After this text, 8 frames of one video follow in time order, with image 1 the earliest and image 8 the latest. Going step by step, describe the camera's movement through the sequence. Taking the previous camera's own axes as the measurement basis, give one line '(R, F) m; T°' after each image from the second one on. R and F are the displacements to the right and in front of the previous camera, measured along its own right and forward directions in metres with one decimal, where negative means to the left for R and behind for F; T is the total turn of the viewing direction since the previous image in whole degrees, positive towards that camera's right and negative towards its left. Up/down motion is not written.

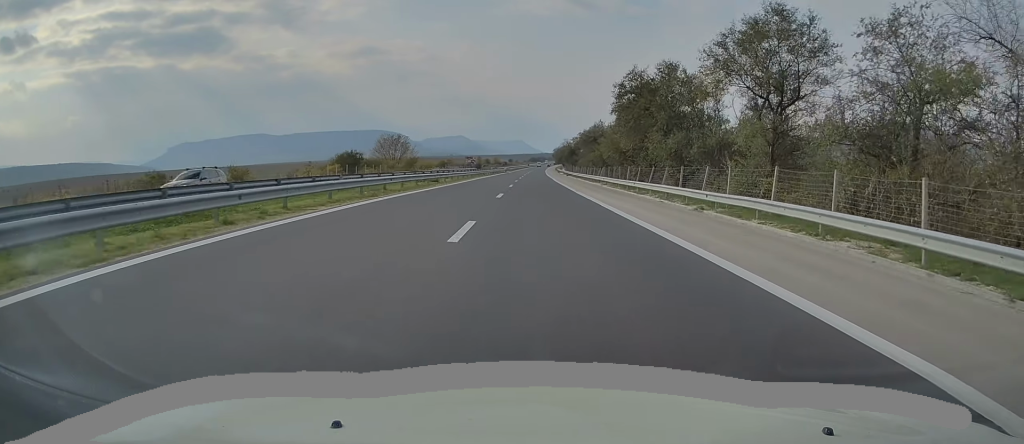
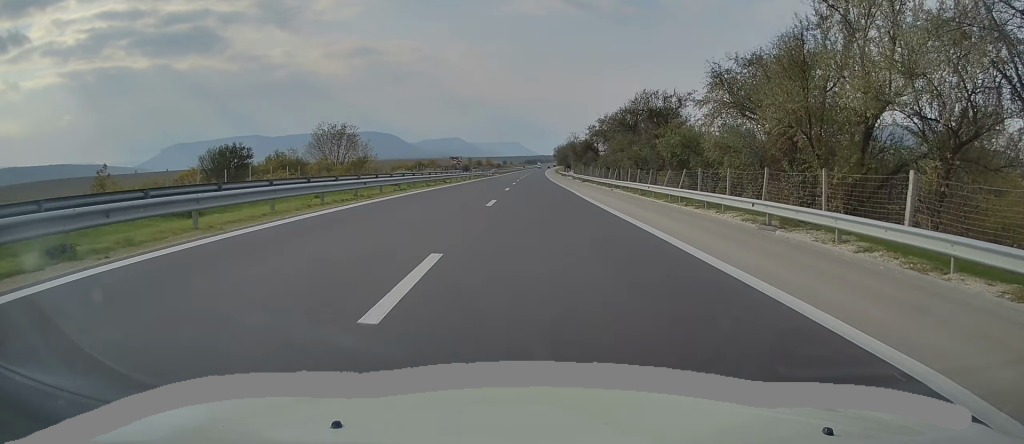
(+0.3, +36.7) m; +1°
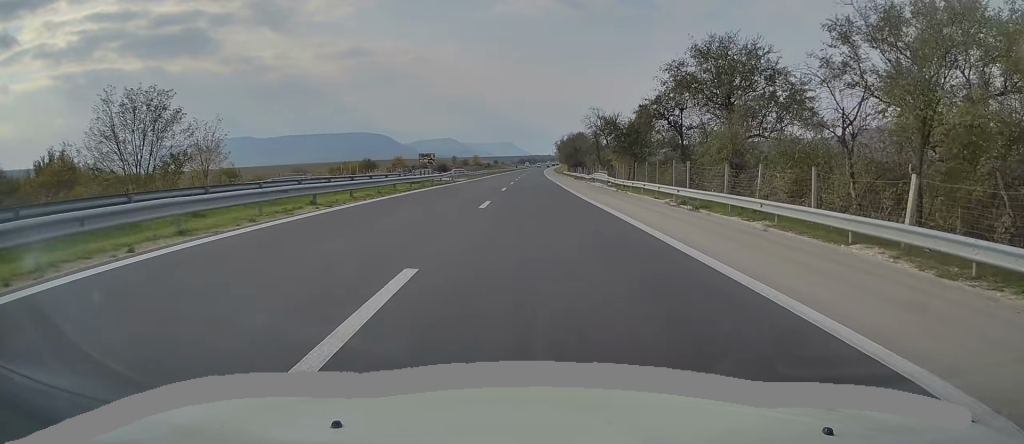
(0.0, +48.5) m; 0°
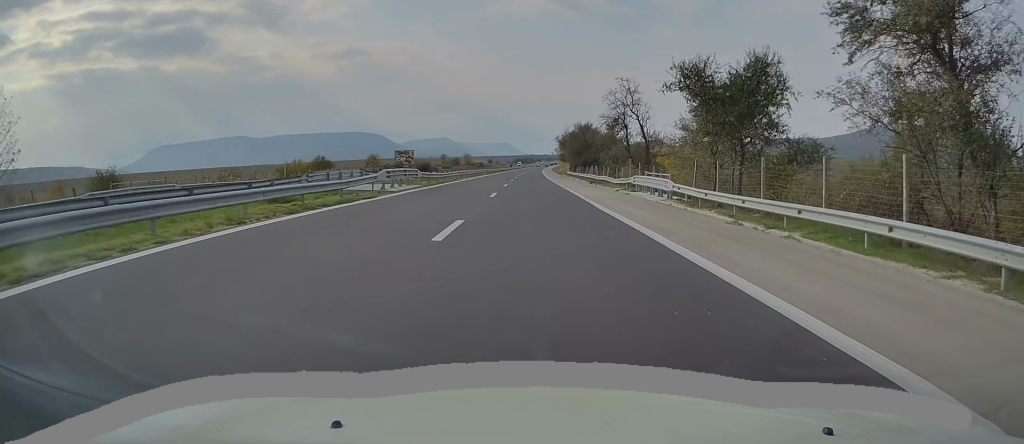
(+0.3, +24.6) m; +1°
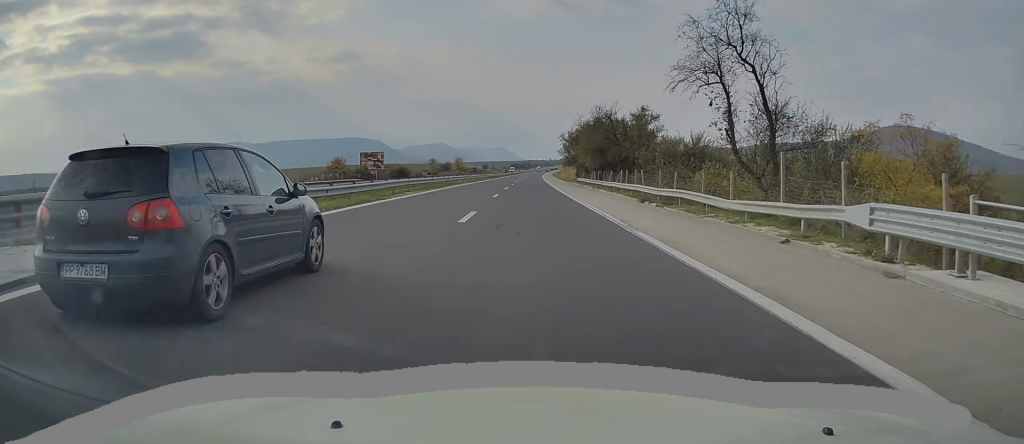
(+0.1, +26.6) m; 0°
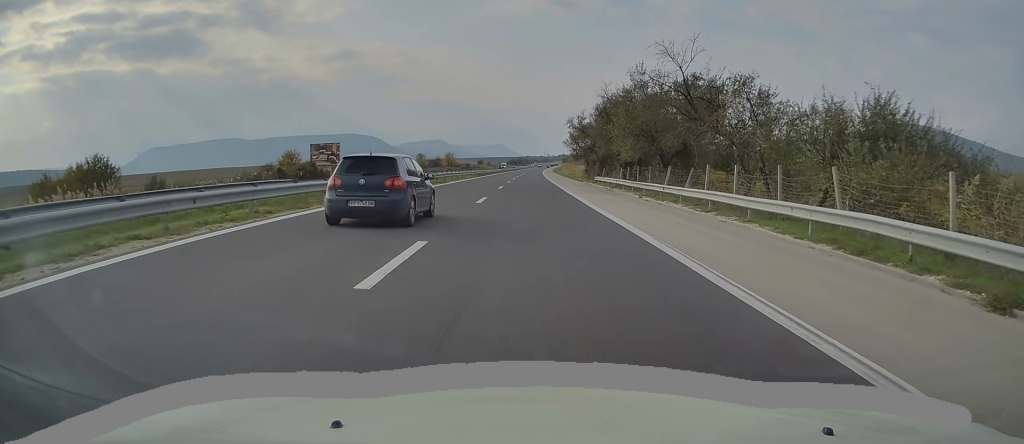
(0.0, +24.6) m; 0°
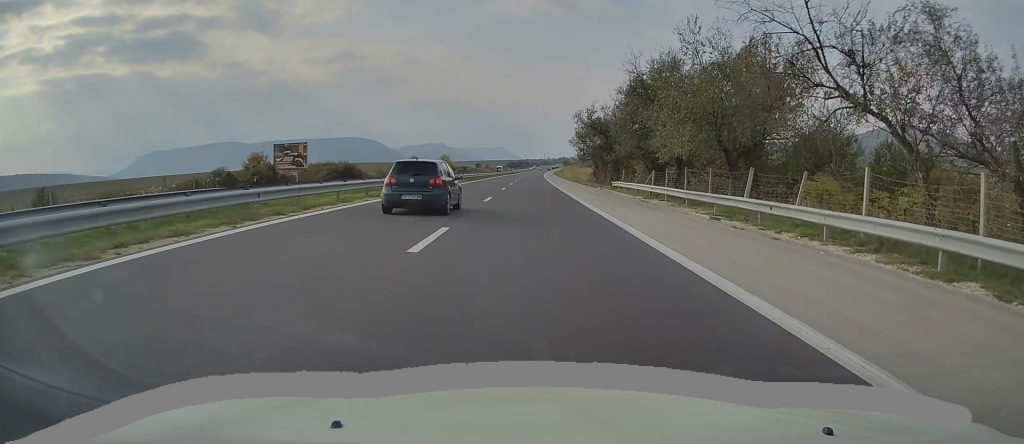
(0.0, +12.7) m; 0°
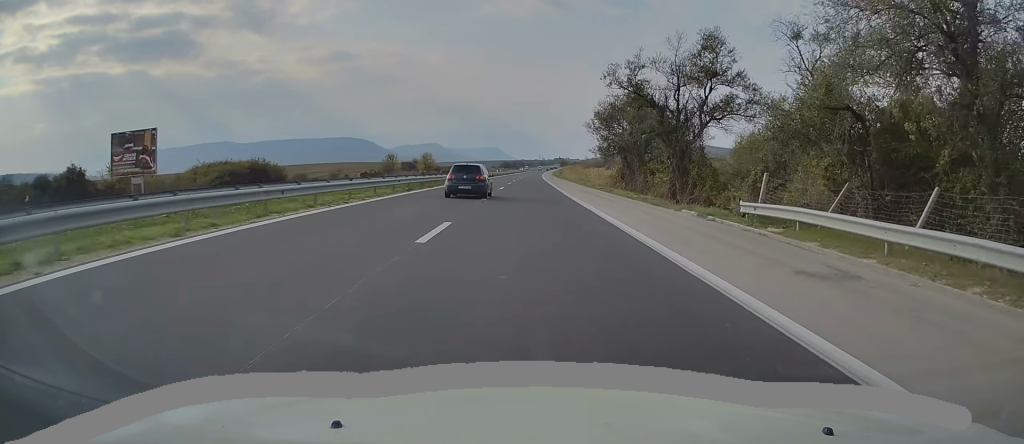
(0.0, +30.3) m; 0°
